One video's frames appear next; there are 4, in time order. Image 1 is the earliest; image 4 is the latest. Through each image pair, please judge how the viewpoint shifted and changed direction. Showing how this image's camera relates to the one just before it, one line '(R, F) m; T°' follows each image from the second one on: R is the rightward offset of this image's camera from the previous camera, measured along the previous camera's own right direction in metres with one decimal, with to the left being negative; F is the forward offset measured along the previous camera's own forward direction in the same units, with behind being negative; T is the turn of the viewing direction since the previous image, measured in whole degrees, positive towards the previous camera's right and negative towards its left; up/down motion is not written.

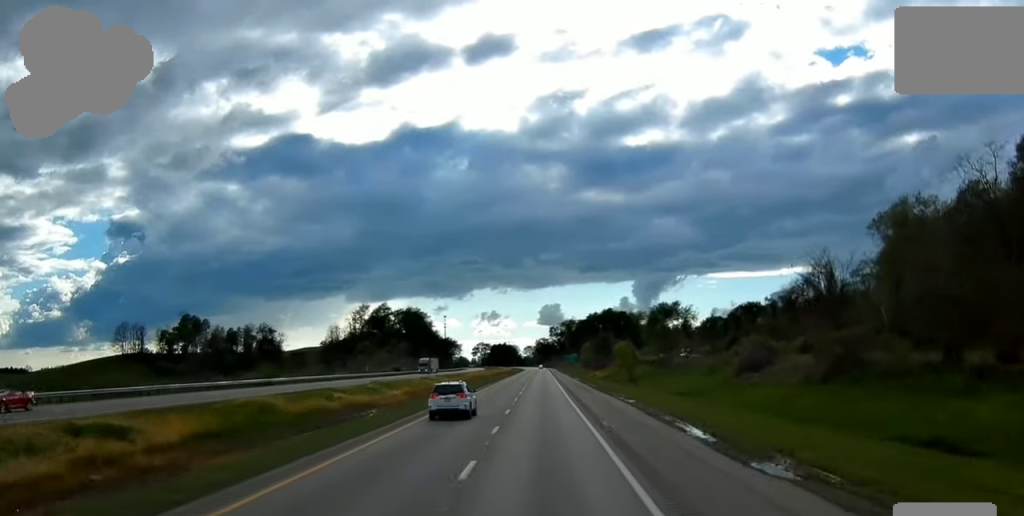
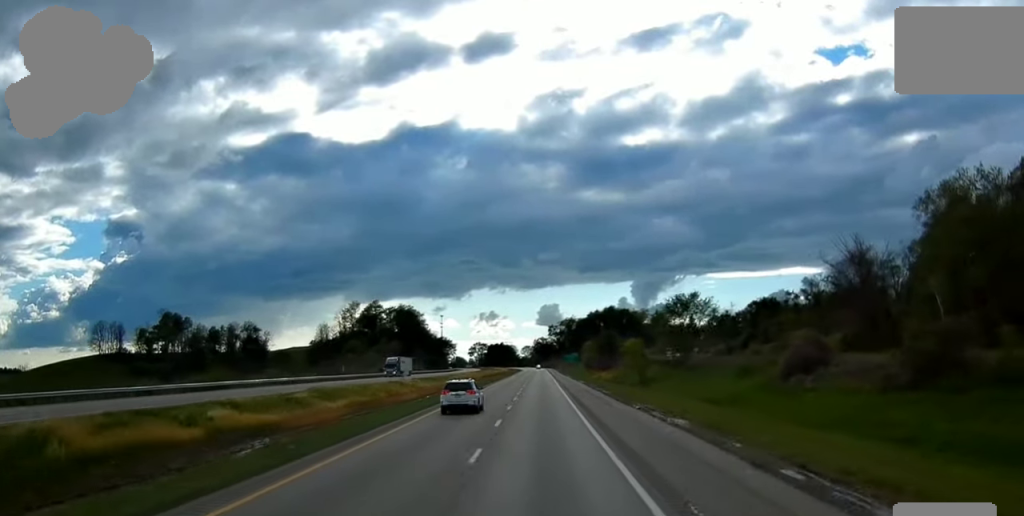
(-0.4, +20.6) m; 0°
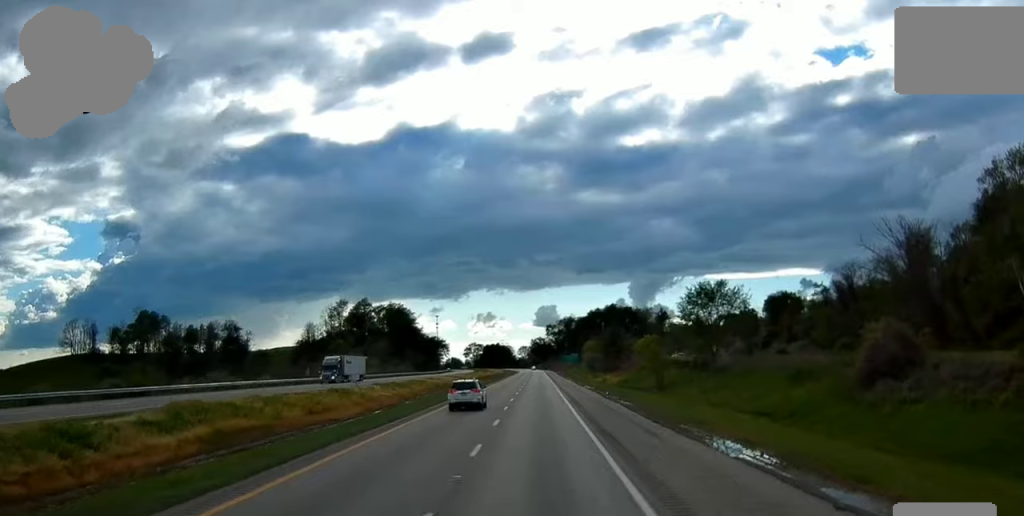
(+0.2, +21.6) m; +1°
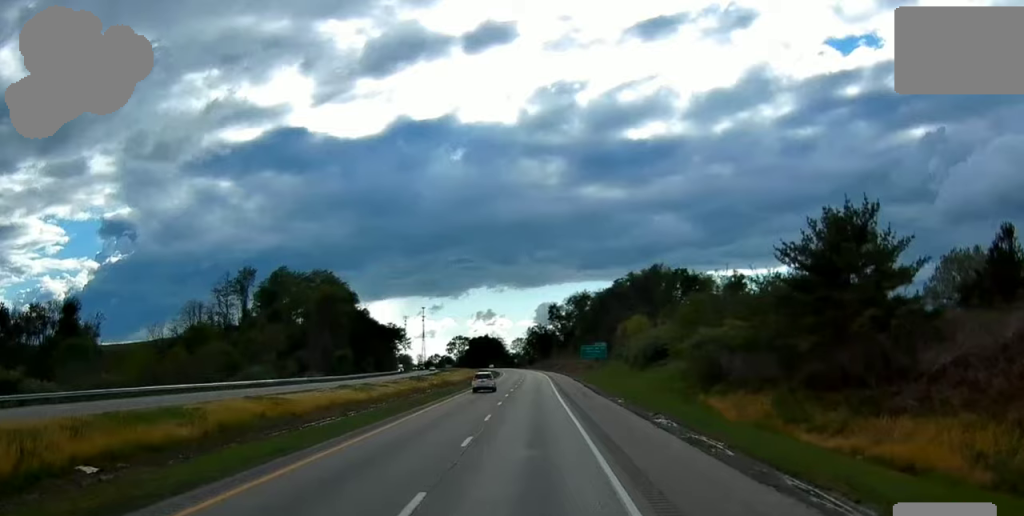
(+1.2, +138.5) m; +1°
